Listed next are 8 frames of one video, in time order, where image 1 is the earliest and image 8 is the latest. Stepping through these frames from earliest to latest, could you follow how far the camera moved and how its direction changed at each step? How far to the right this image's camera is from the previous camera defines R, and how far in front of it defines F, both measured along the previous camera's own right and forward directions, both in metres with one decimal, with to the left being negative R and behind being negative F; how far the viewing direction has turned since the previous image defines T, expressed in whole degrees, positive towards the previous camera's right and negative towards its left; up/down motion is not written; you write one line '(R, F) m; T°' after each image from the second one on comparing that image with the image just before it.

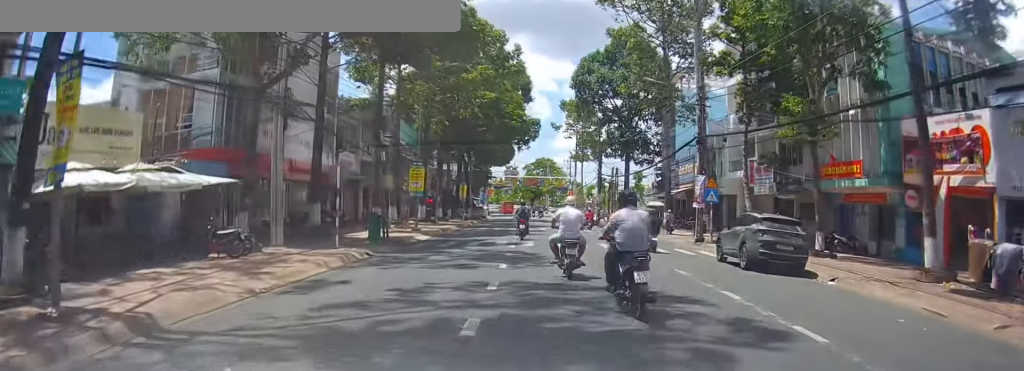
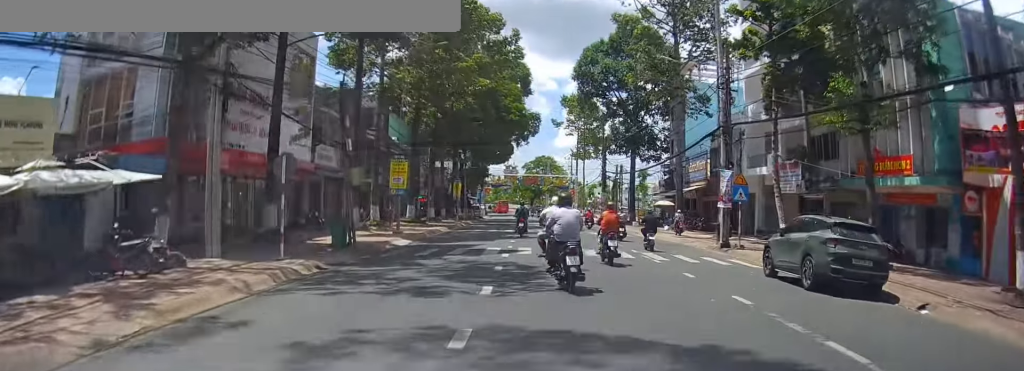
(+0.1, +4.9) m; 0°
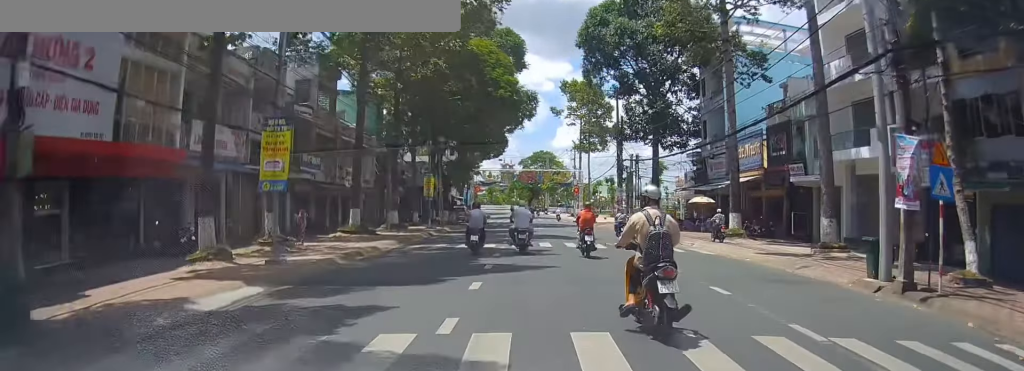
(0.0, +15.6) m; -2°
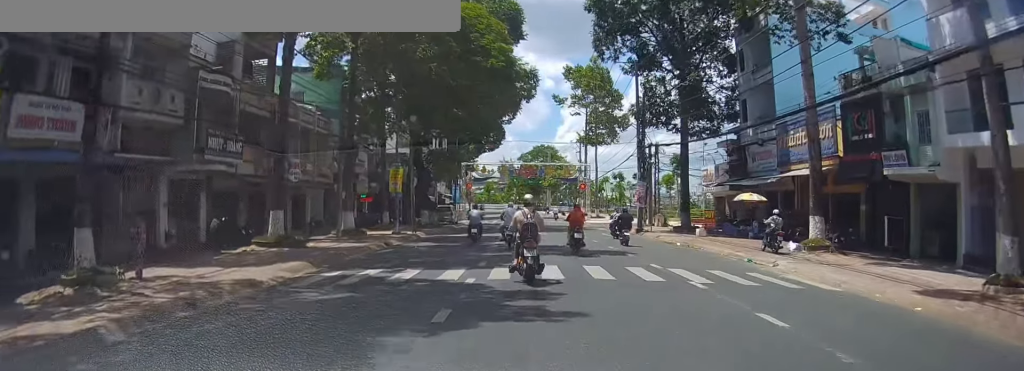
(+0.3, +10.9) m; 0°
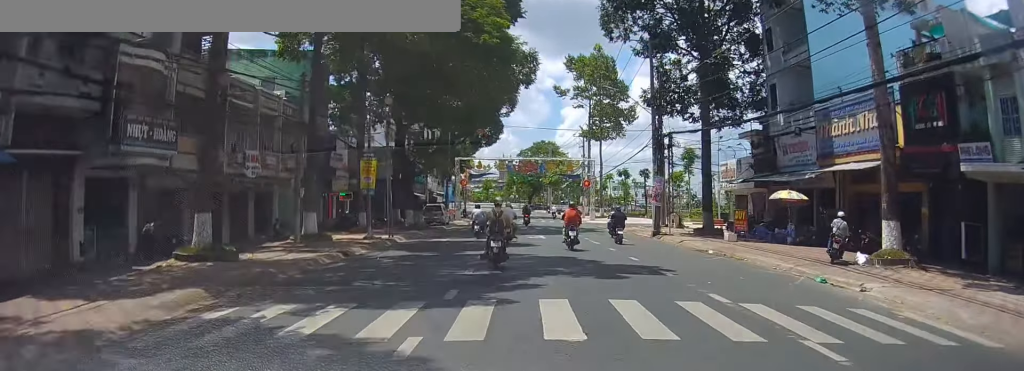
(-0.3, +5.7) m; 0°
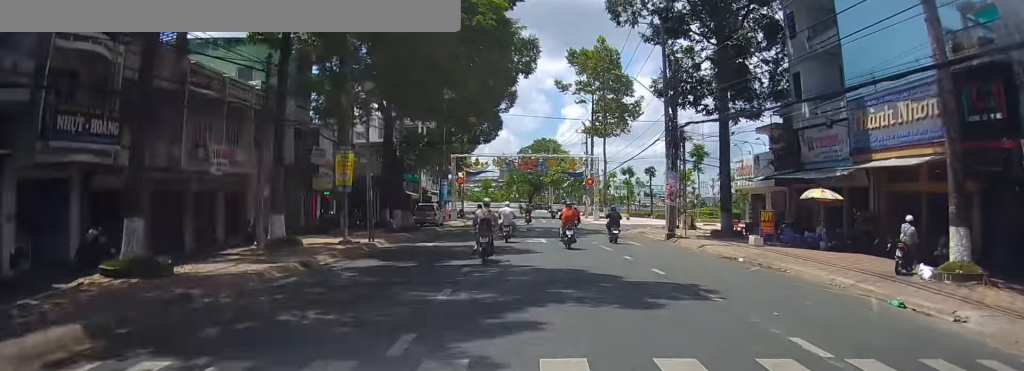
(-0.1, +3.8) m; 0°
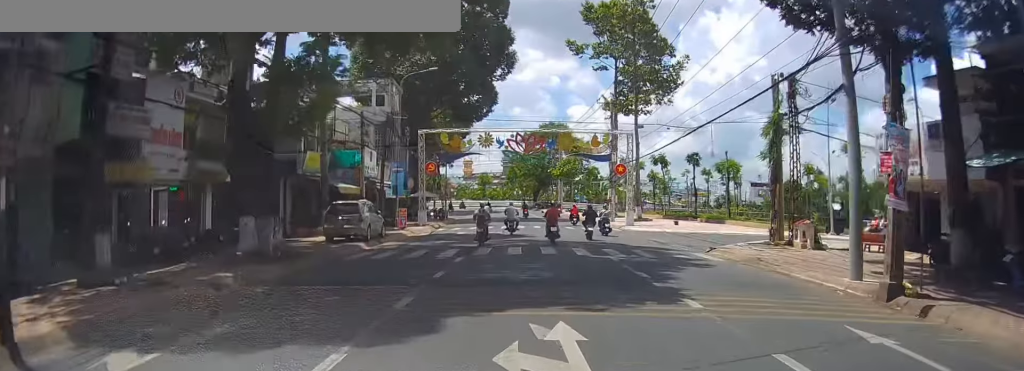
(-0.1, +20.5) m; -1°
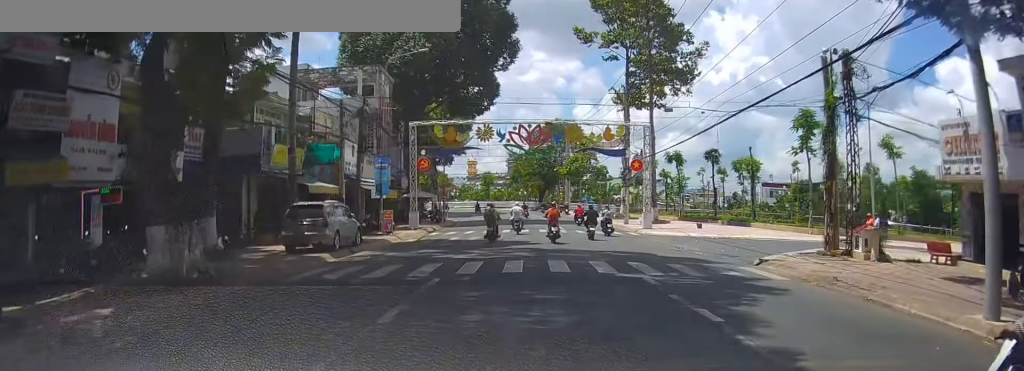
(0.0, +4.4) m; +1°
